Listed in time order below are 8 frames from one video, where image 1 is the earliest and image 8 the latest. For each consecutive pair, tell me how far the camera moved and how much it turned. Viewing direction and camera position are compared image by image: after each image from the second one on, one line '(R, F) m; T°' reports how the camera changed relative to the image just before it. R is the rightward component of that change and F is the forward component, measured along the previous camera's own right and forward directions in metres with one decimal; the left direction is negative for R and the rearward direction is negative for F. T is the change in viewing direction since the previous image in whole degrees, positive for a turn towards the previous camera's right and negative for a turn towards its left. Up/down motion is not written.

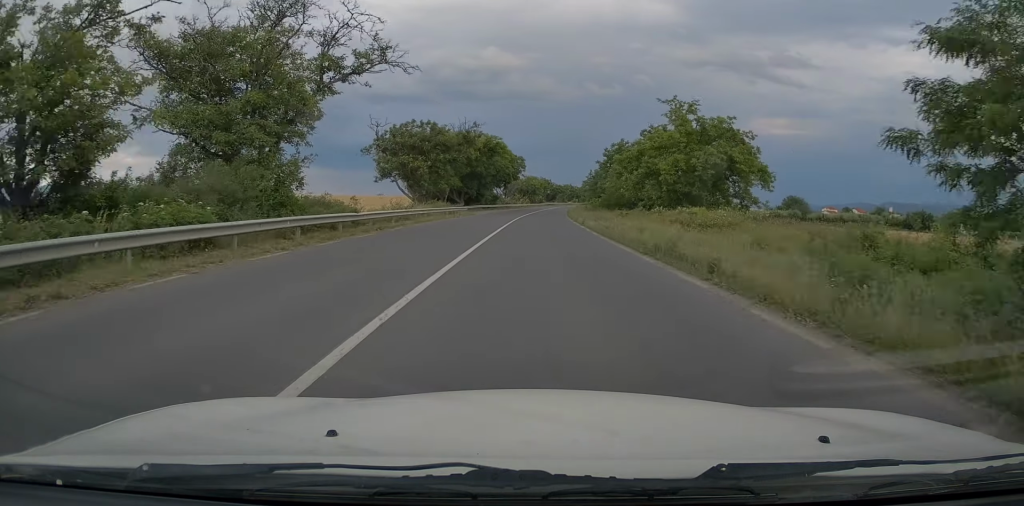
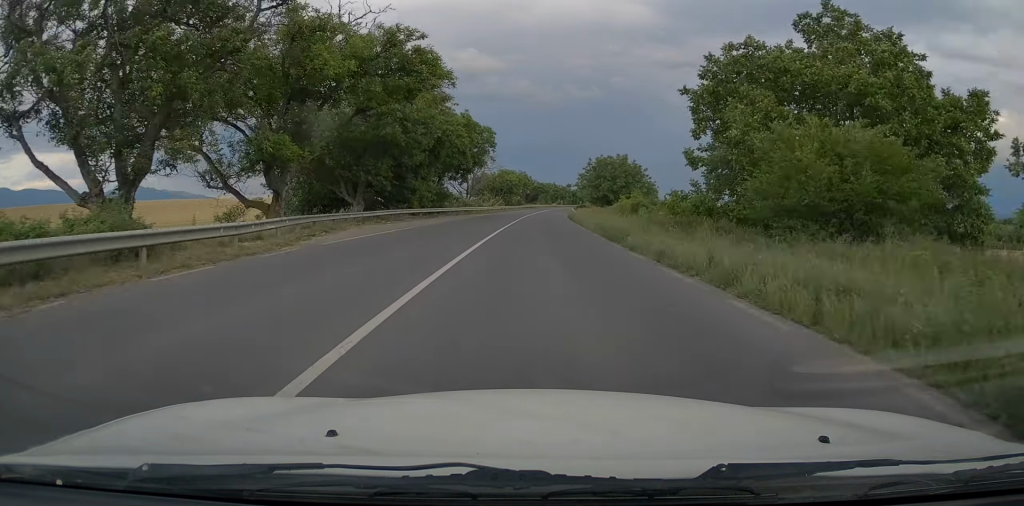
(+0.7, +43.3) m; +2°
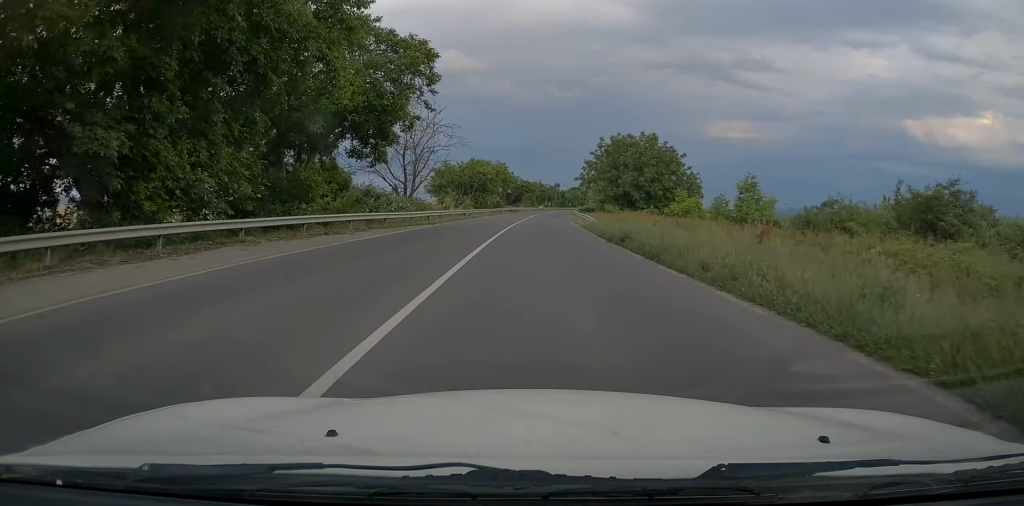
(+0.3, +34.9) m; +2°
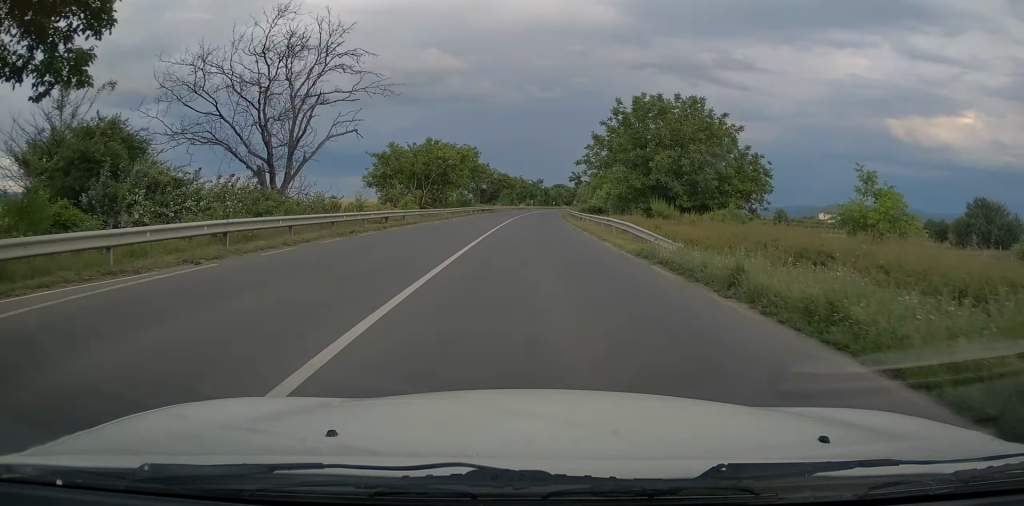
(+0.5, +24.6) m; +1°
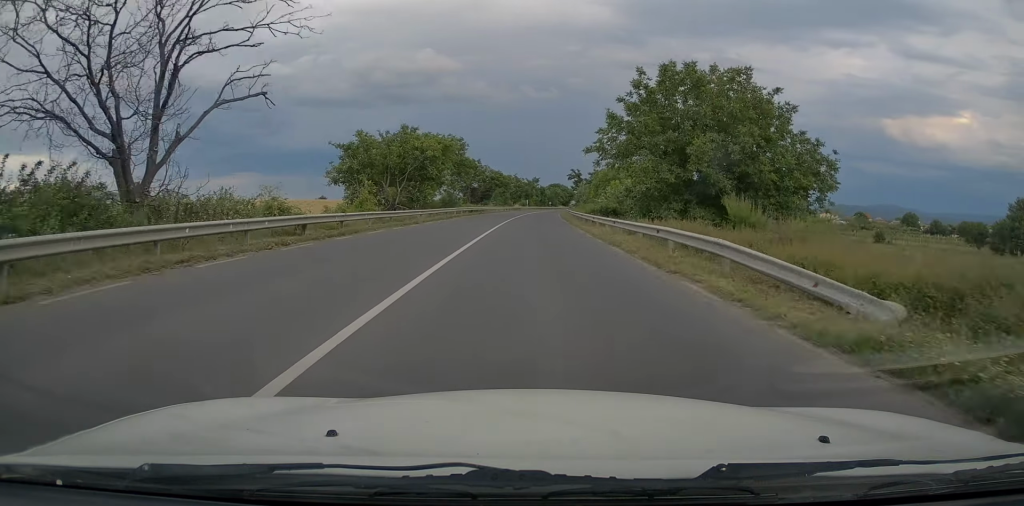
(0.0, +10.6) m; 0°
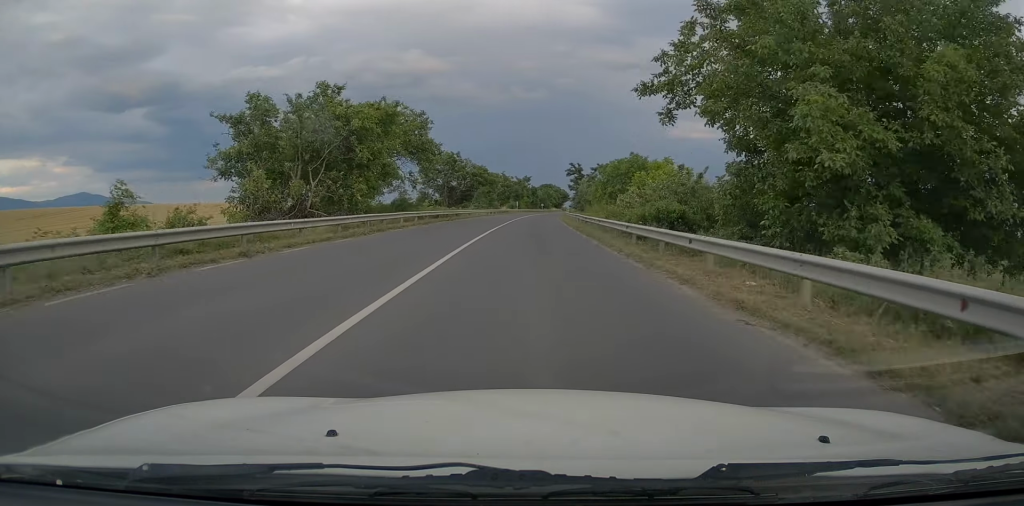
(+0.1, +19.6) m; +1°
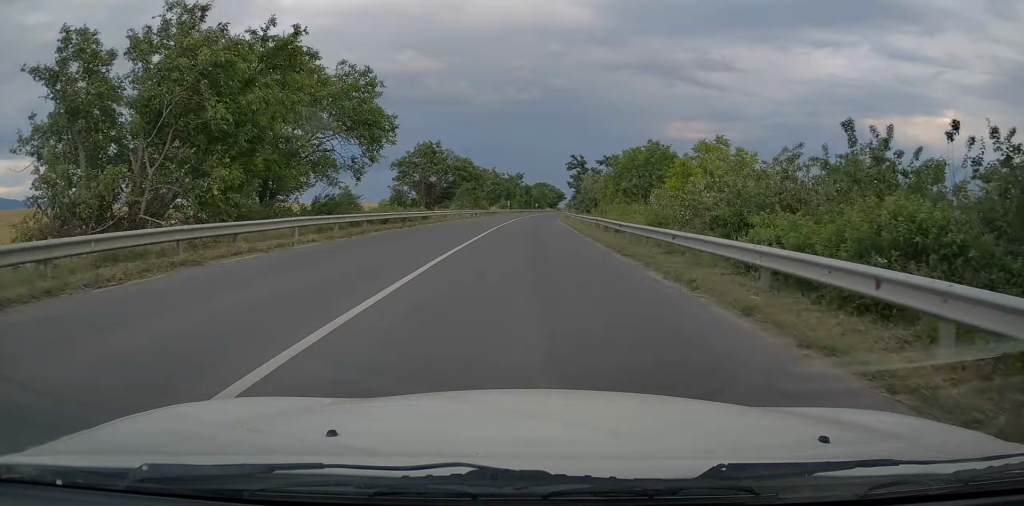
(+0.1, +14.8) m; +1°
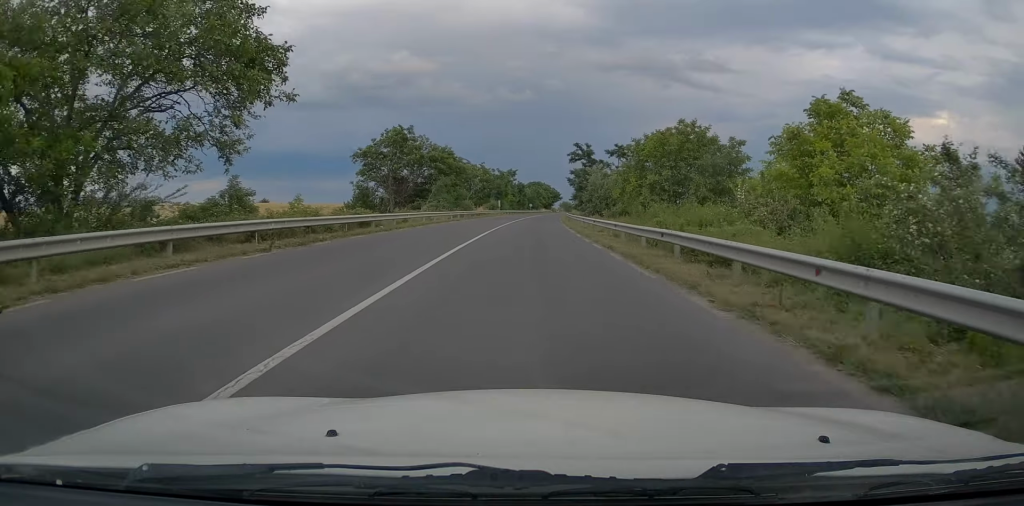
(+0.1, +14.8) m; +1°
